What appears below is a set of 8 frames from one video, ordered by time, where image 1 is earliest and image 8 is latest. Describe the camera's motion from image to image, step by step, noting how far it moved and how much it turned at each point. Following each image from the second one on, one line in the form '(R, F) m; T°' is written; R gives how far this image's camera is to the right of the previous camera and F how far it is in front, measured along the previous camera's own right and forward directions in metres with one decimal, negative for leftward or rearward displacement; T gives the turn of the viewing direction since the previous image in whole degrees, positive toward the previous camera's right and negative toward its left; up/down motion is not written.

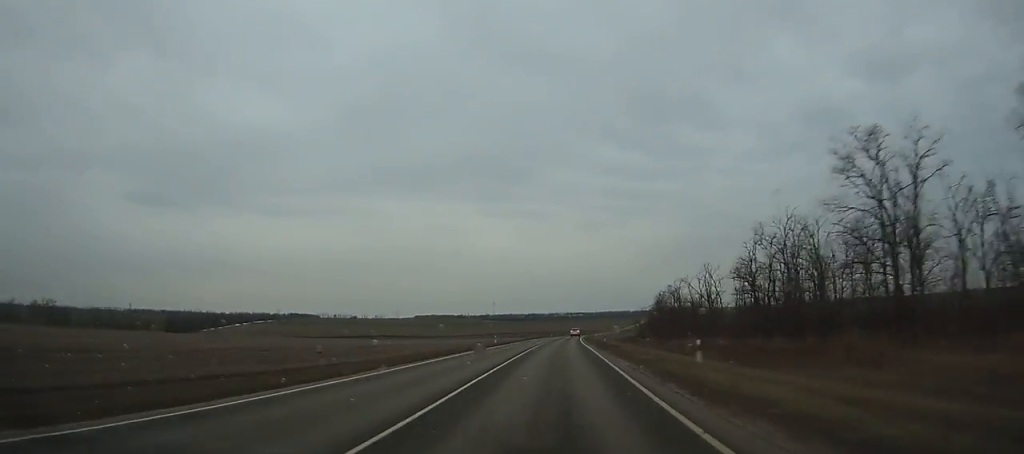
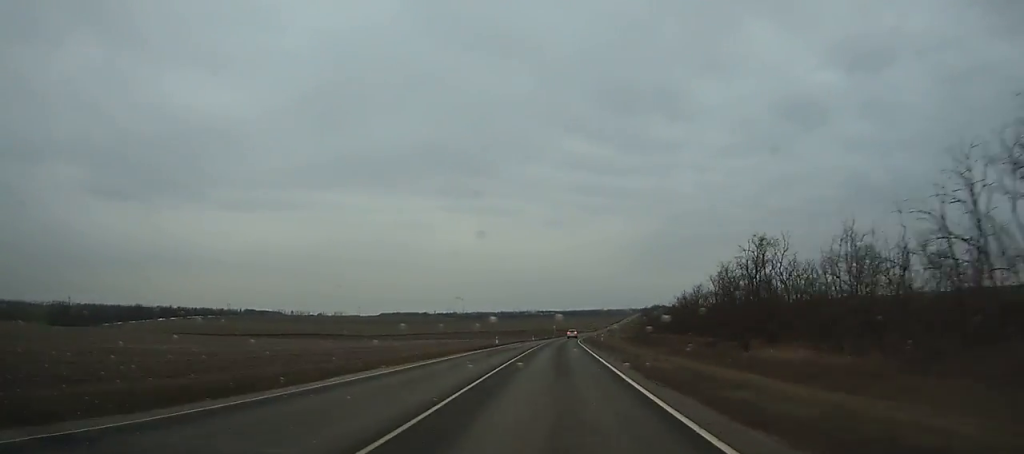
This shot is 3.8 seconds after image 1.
(+2.9, +96.7) m; +3°
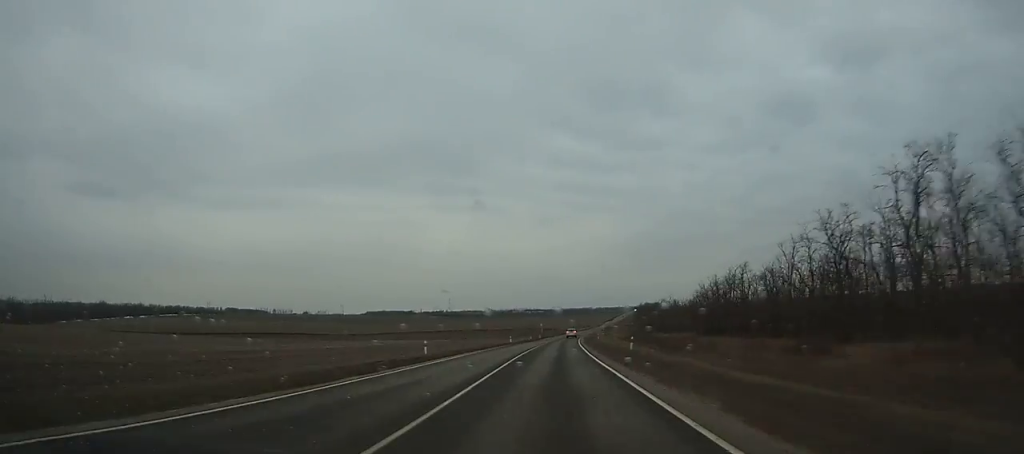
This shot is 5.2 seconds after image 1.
(0.0, +35.6) m; +1°
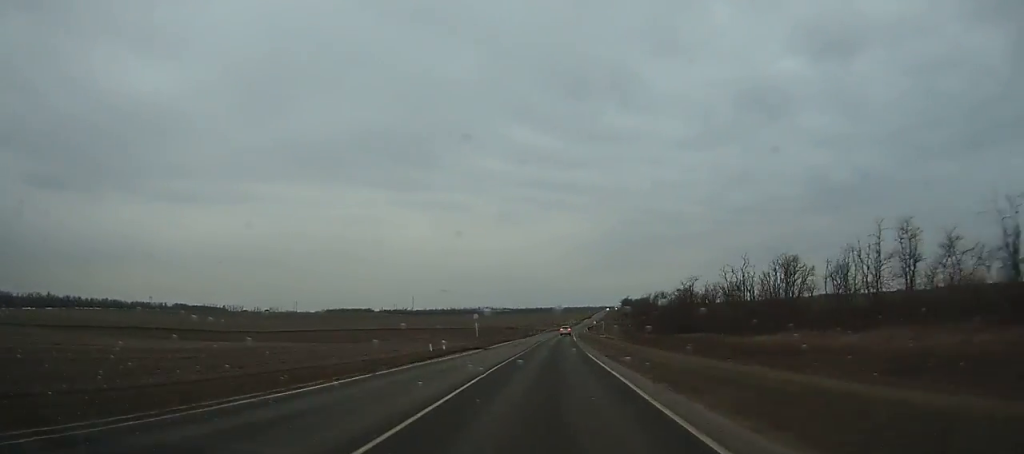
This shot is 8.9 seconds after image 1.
(+2.4, +93.5) m; +3°
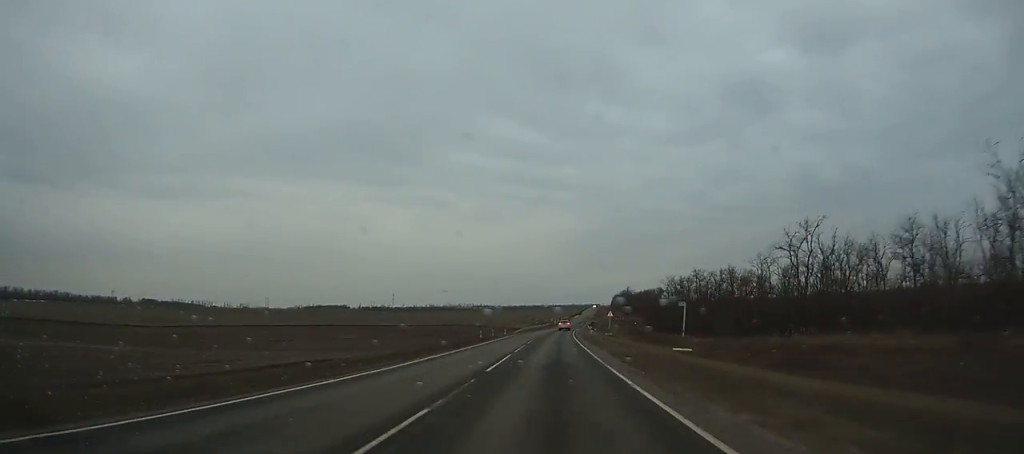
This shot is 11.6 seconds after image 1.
(+0.8, +67.8) m; +2°
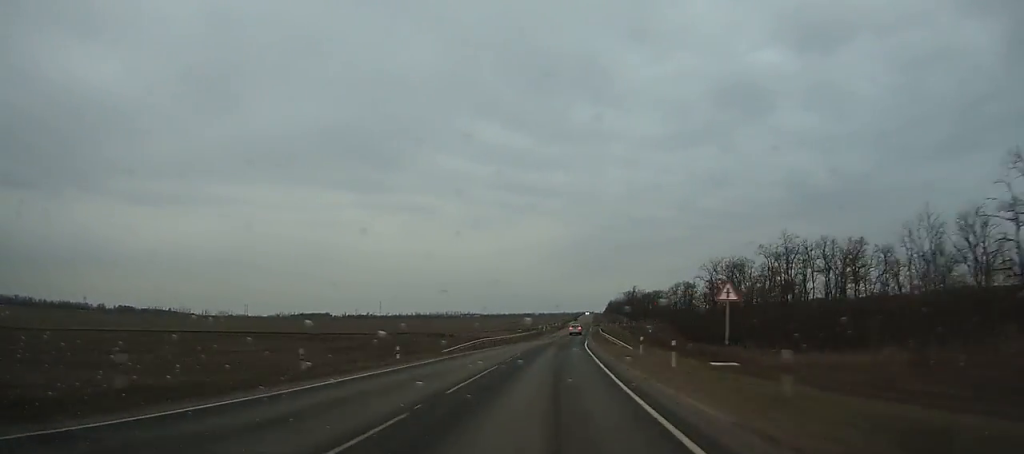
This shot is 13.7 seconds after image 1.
(+0.7, +52.4) m; +2°
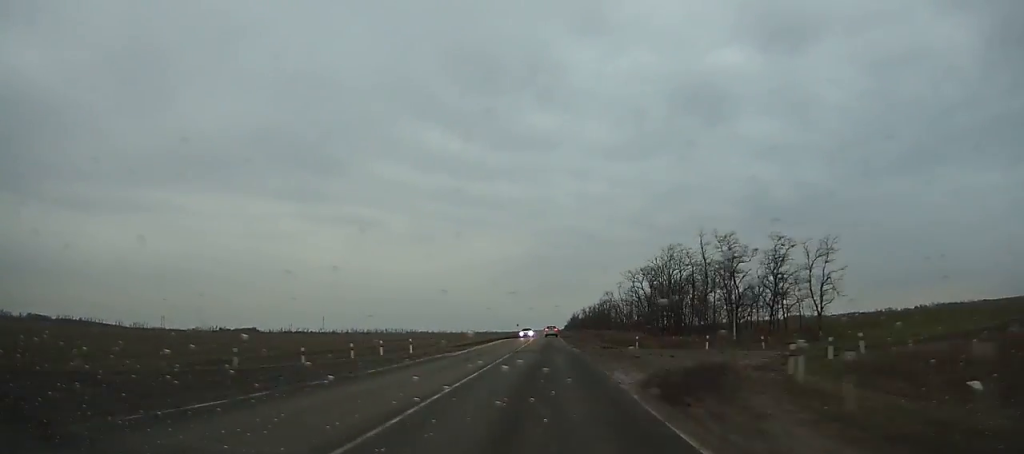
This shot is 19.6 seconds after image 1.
(+5.0, +145.4) m; +2°
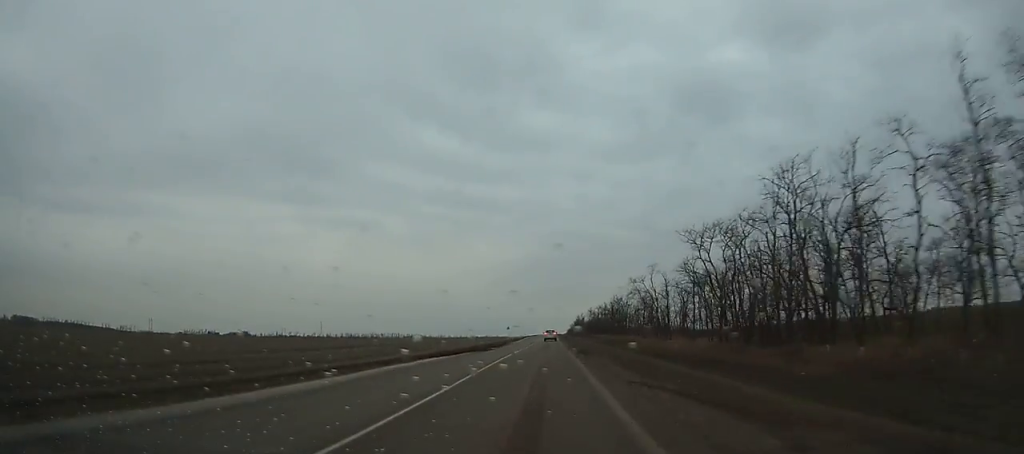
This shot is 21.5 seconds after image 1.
(0.0, +46.0) m; 0°
